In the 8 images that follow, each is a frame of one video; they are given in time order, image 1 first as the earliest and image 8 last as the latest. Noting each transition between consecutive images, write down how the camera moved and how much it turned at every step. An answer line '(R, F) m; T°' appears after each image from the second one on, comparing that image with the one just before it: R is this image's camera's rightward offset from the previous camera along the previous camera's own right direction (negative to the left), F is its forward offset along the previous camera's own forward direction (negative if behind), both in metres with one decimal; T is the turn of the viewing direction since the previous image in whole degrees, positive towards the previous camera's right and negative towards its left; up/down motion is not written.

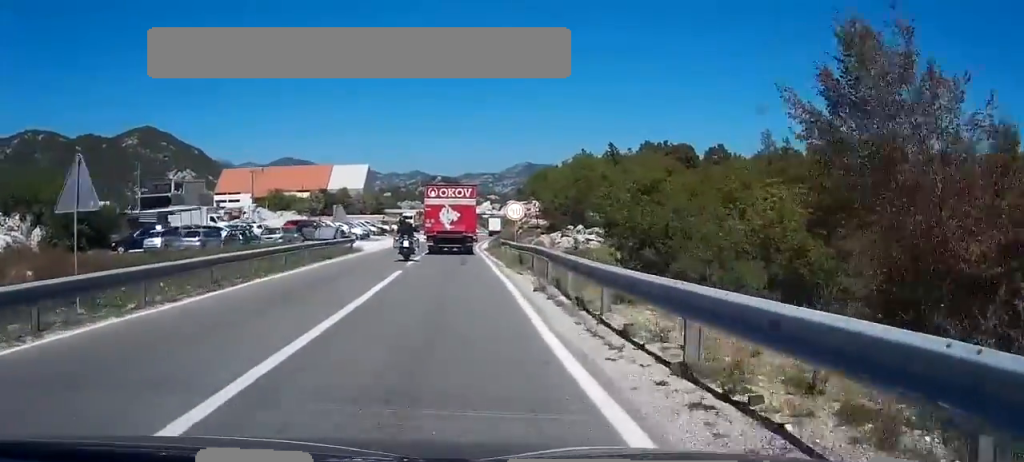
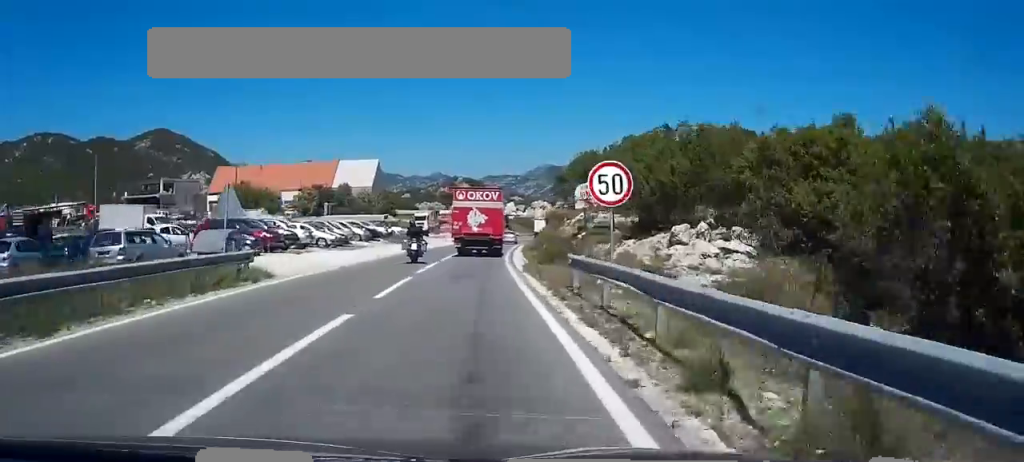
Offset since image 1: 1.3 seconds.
(-0.8, +22.6) m; -2°
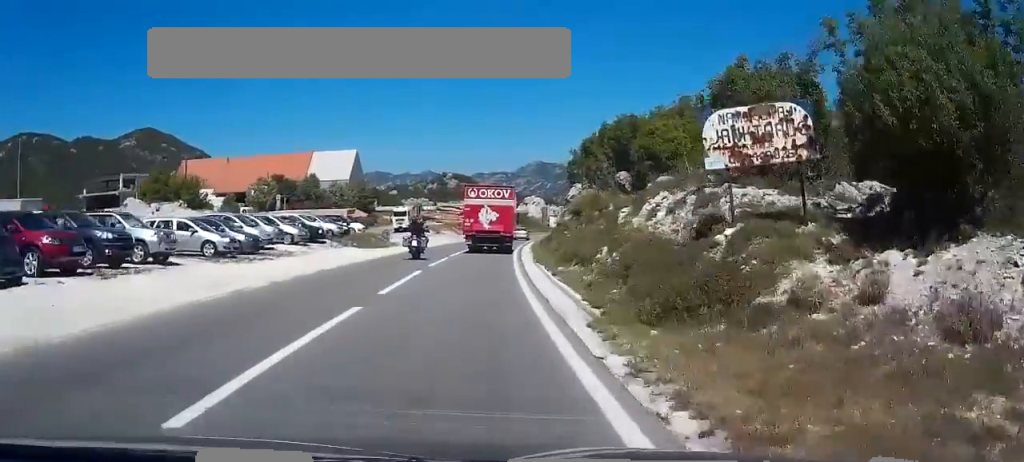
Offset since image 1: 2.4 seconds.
(-0.1, +18.8) m; 0°
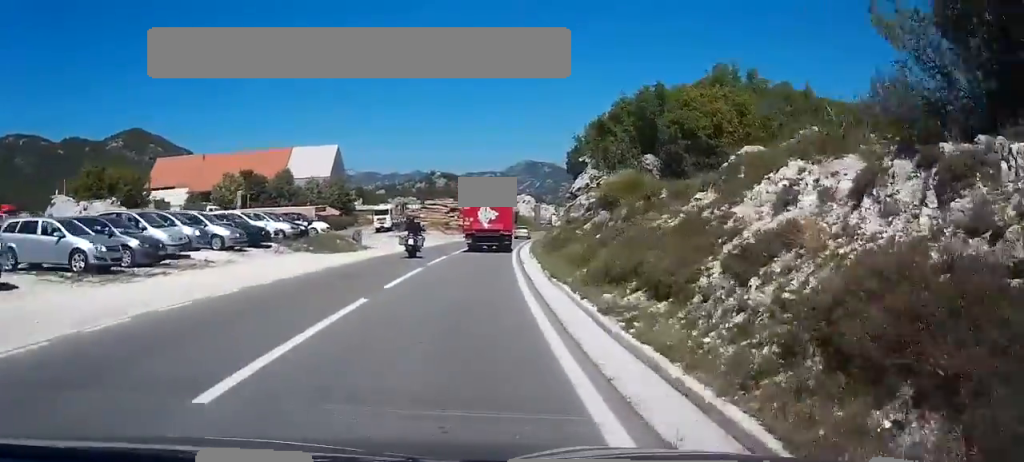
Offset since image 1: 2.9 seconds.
(0.0, +9.4) m; 0°
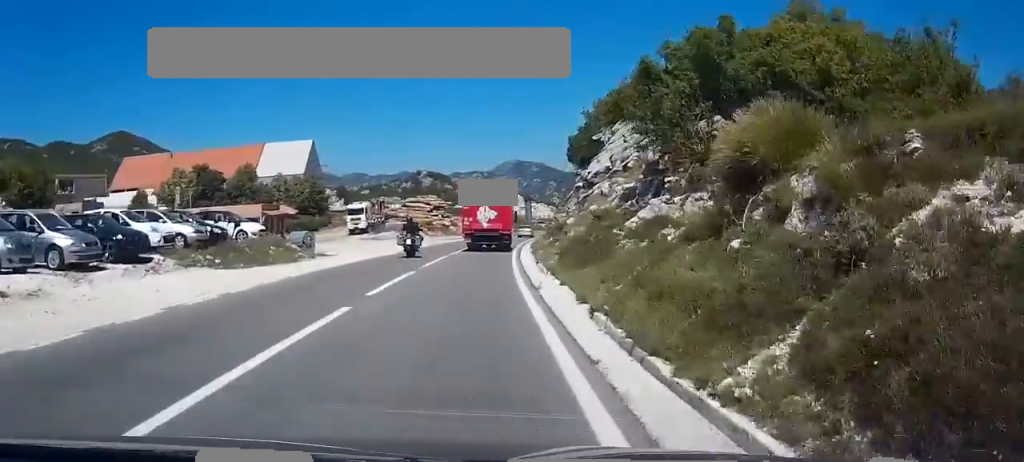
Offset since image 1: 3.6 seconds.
(0.0, +11.8) m; 0°
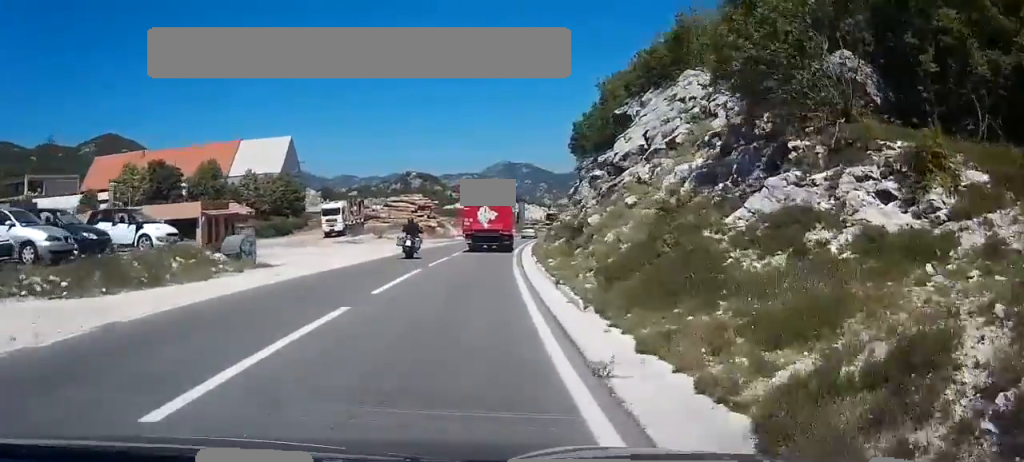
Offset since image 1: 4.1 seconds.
(0.0, +9.4) m; 0°
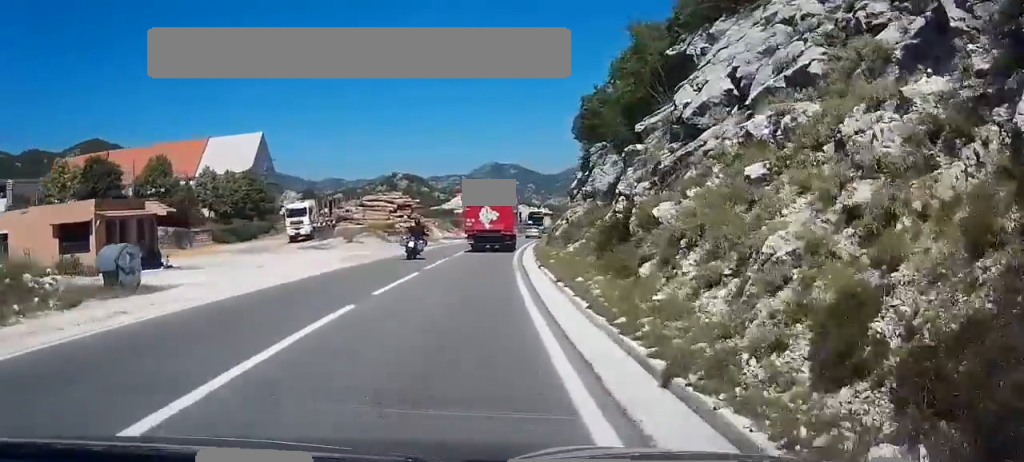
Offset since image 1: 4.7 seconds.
(-0.1, +10.6) m; +1°
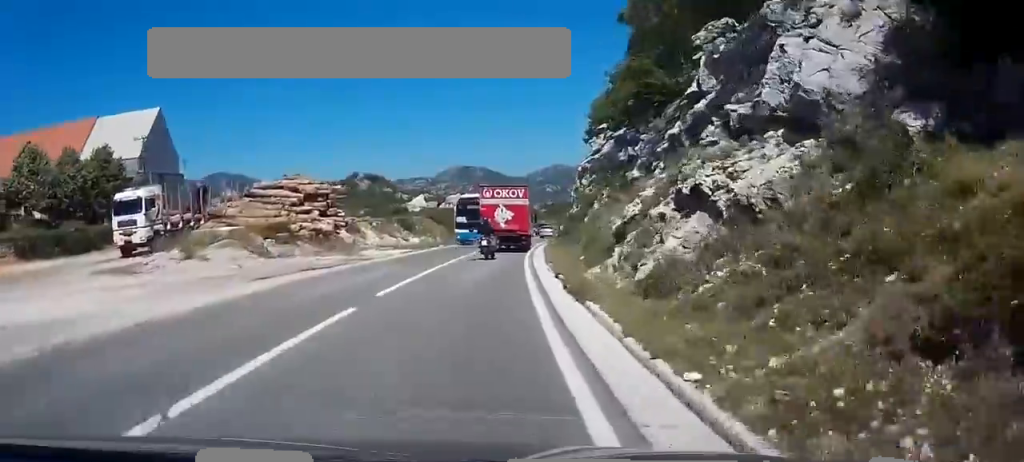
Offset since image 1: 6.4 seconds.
(+1.0, +30.1) m; +4°
